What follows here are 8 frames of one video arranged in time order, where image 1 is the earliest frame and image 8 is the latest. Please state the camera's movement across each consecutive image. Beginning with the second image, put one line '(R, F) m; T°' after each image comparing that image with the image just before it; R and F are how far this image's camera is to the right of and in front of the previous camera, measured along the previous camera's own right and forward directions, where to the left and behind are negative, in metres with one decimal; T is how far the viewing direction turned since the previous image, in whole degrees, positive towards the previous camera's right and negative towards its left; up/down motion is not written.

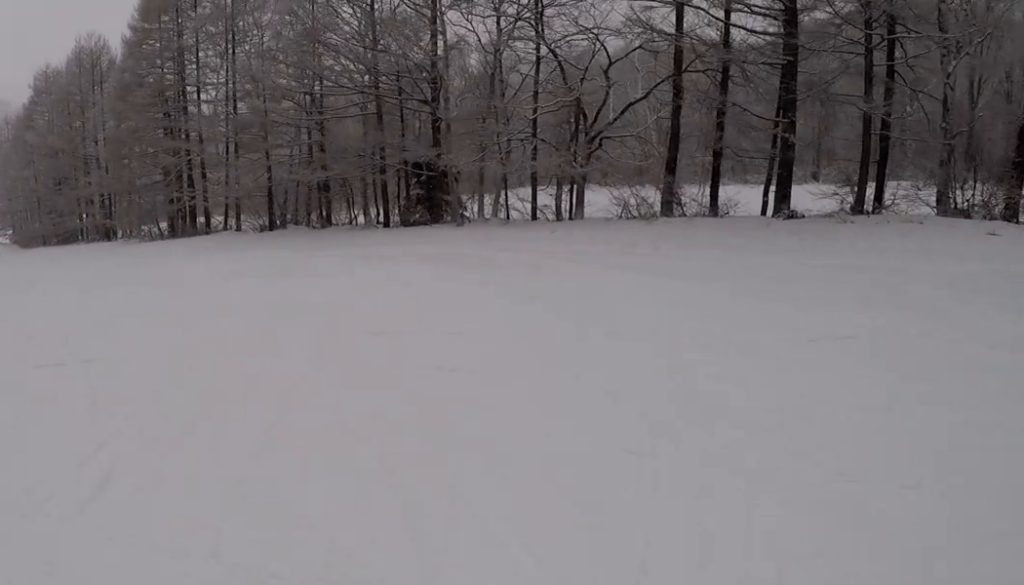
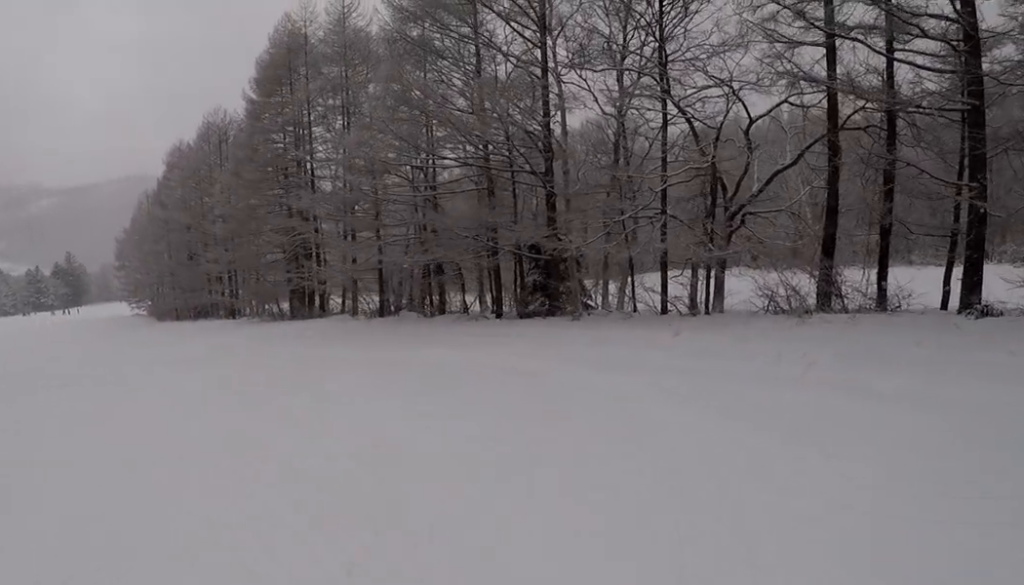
(-0.3, +4.5) m; -14°
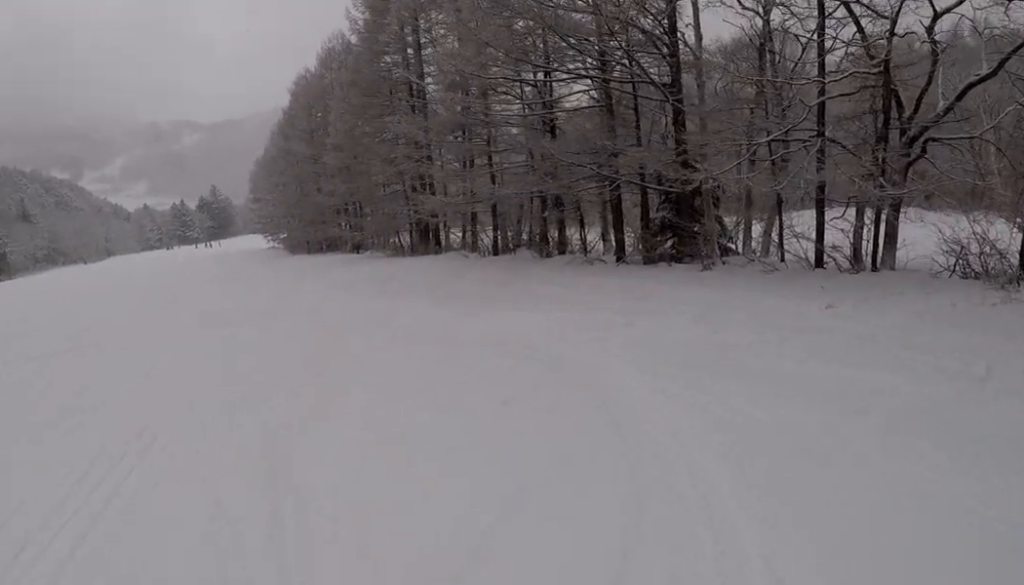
(-0.7, +4.6) m; -20°
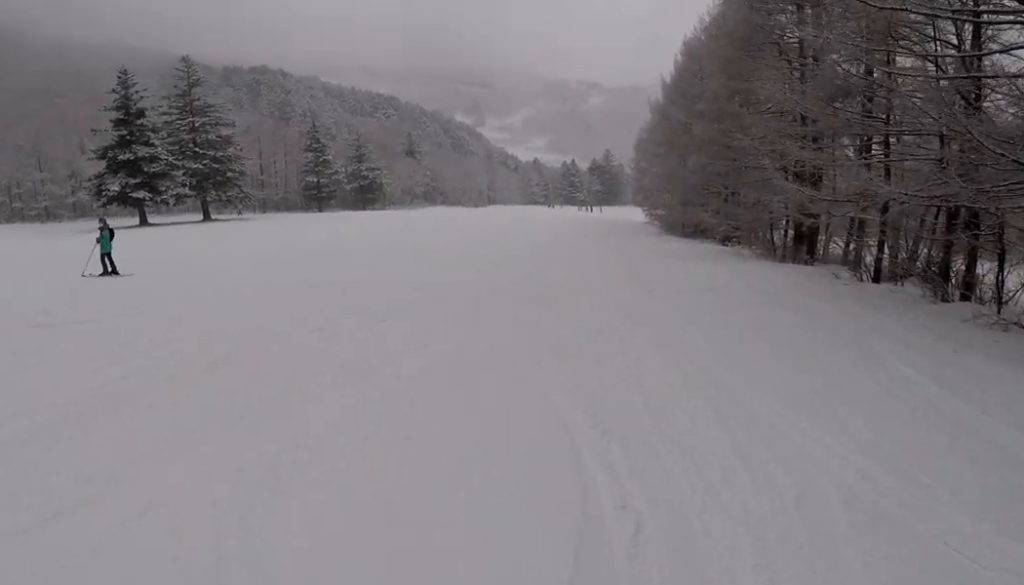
(-1.7, +7.0) m; -31°
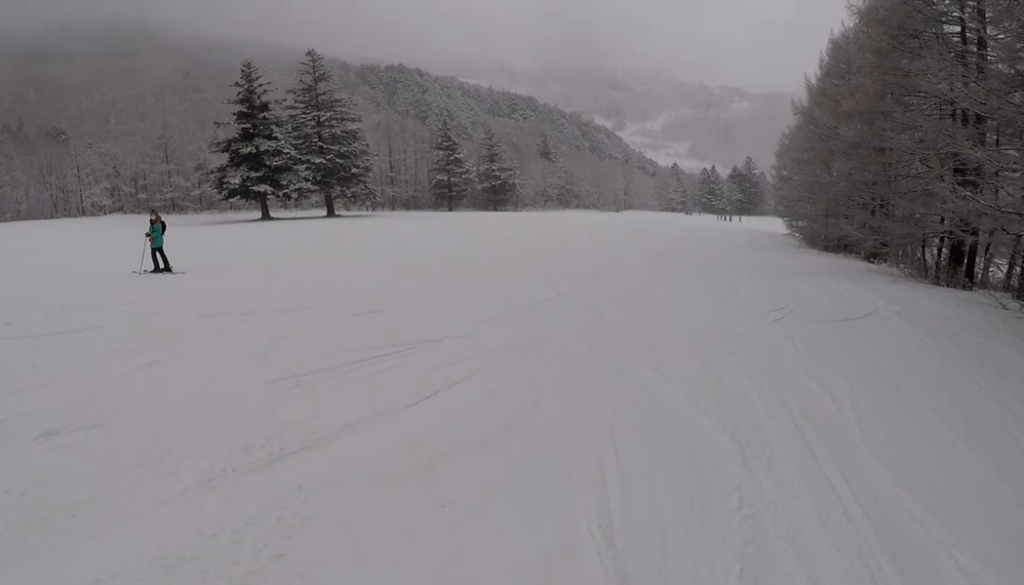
(-0.2, +2.7) m; -14°
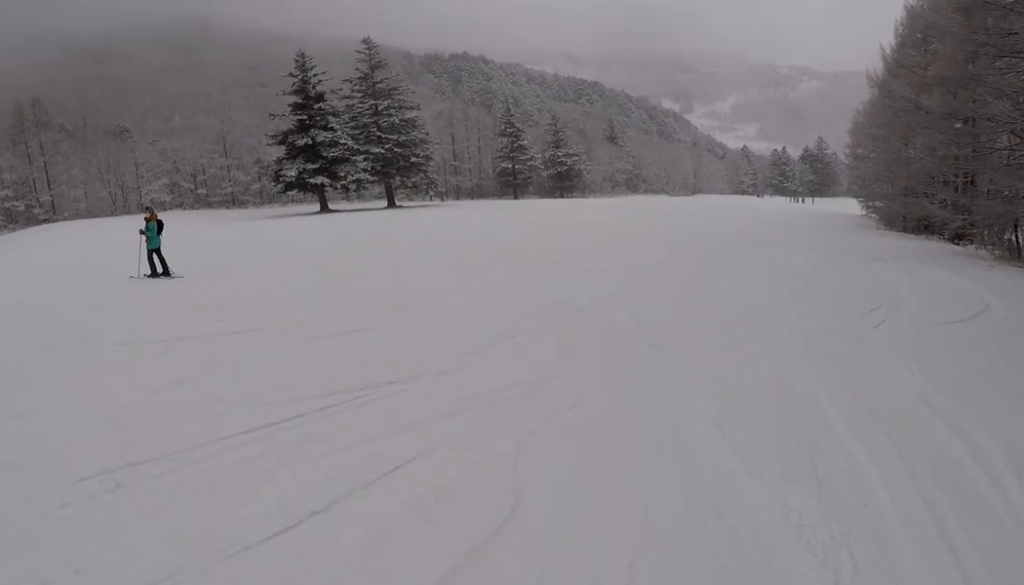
(-0.7, +2.3) m; -10°
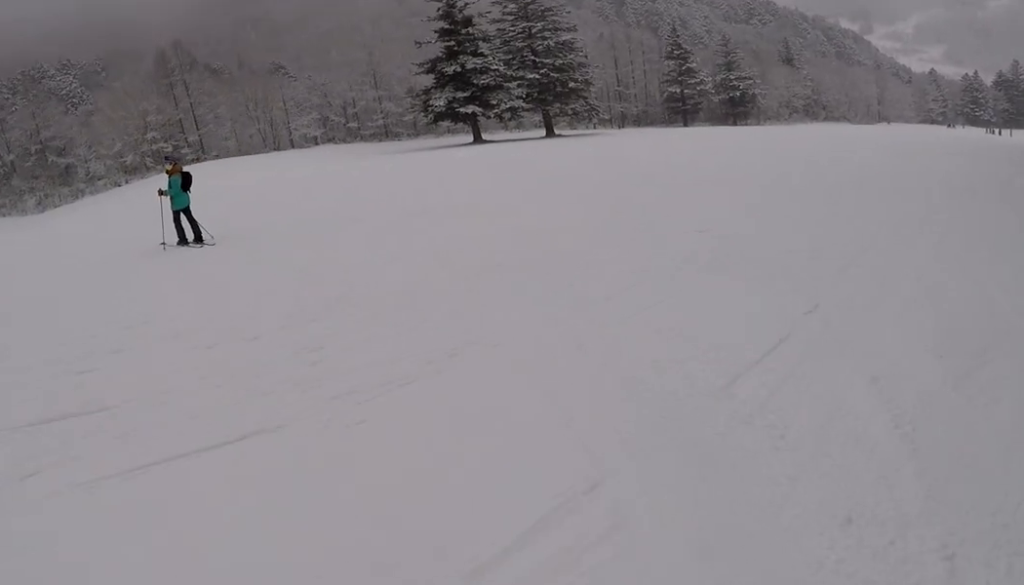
(-0.6, +4.5) m; -15°
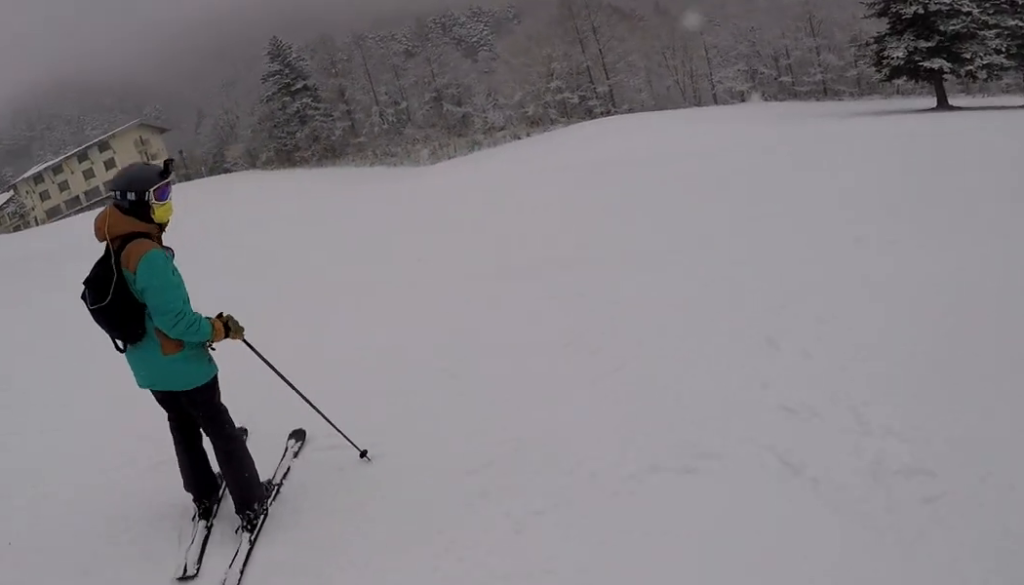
(-3.3, +9.4) m; -38°
